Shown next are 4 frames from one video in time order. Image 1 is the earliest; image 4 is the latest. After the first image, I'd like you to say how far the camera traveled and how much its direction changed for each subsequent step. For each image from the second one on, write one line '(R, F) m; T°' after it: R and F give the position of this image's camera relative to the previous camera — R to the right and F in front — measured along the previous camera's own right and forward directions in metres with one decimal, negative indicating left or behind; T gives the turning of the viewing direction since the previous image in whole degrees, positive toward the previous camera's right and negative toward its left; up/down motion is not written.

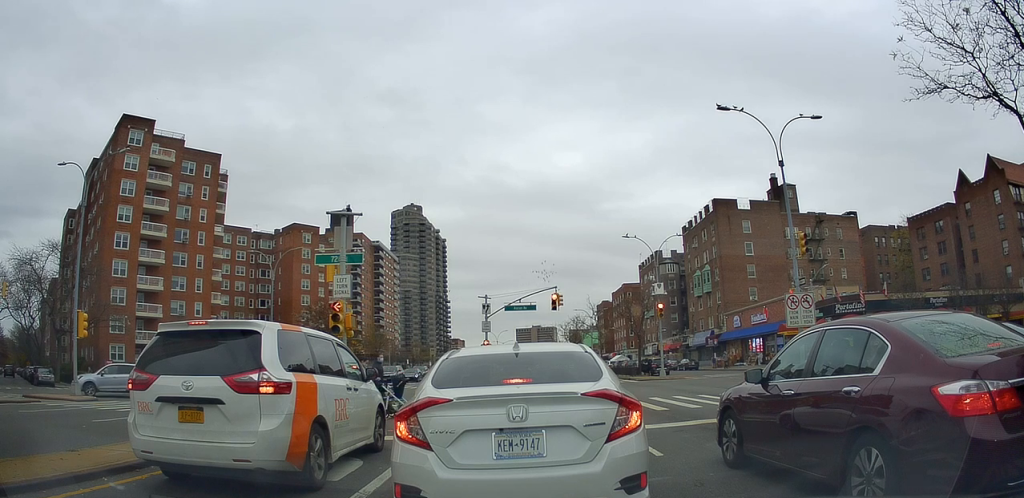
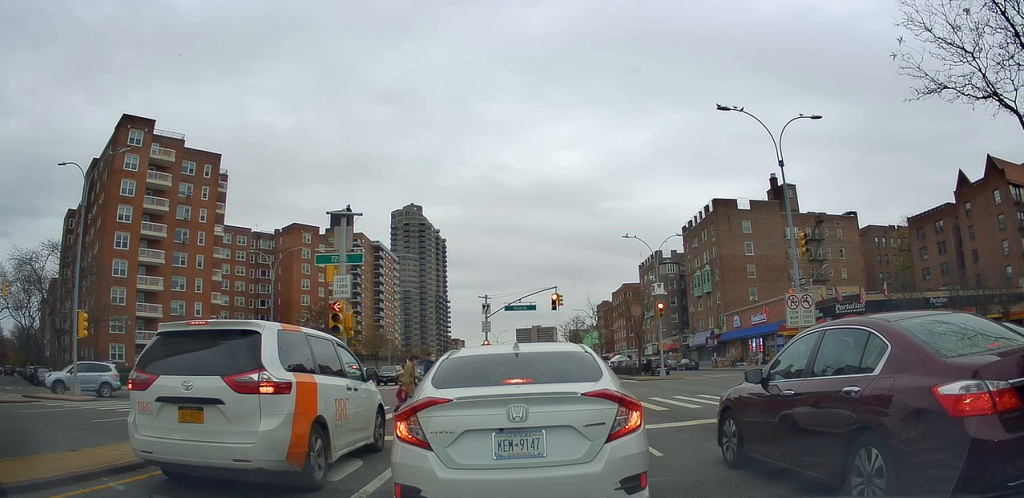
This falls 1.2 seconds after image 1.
(0.0, 0.0) m; 0°
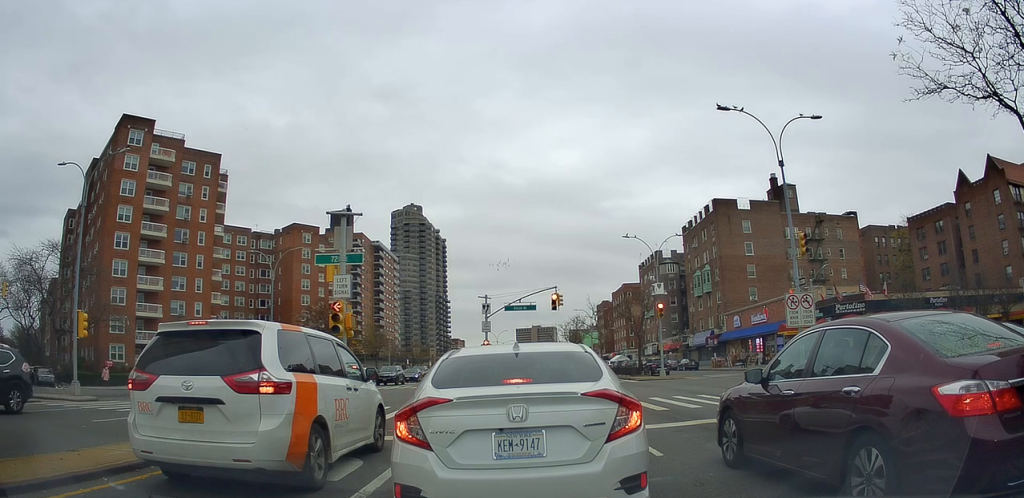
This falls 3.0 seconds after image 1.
(0.0, 0.0) m; 0°
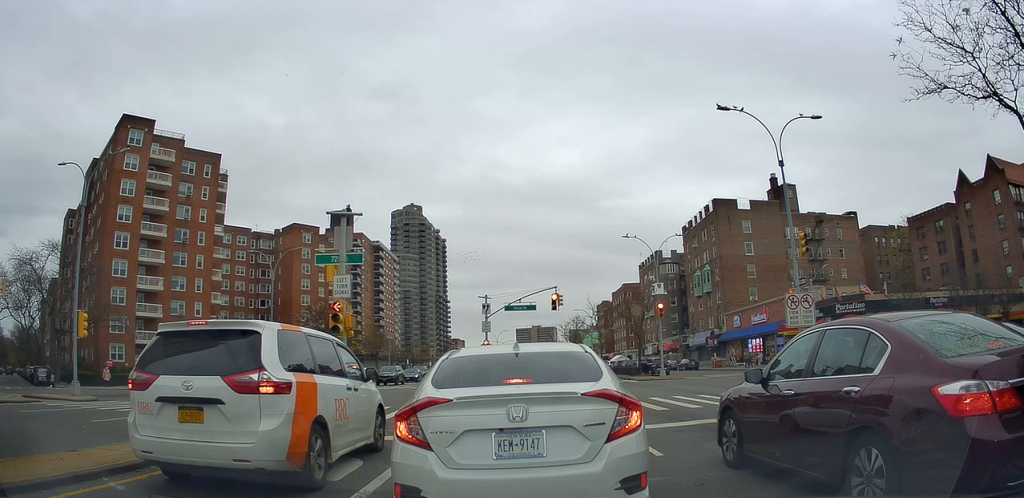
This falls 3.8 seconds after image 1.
(0.0, 0.0) m; 0°
